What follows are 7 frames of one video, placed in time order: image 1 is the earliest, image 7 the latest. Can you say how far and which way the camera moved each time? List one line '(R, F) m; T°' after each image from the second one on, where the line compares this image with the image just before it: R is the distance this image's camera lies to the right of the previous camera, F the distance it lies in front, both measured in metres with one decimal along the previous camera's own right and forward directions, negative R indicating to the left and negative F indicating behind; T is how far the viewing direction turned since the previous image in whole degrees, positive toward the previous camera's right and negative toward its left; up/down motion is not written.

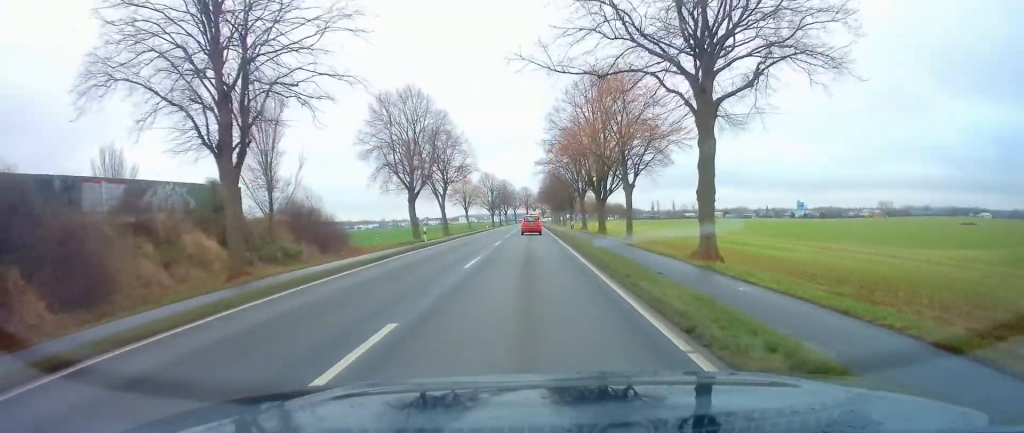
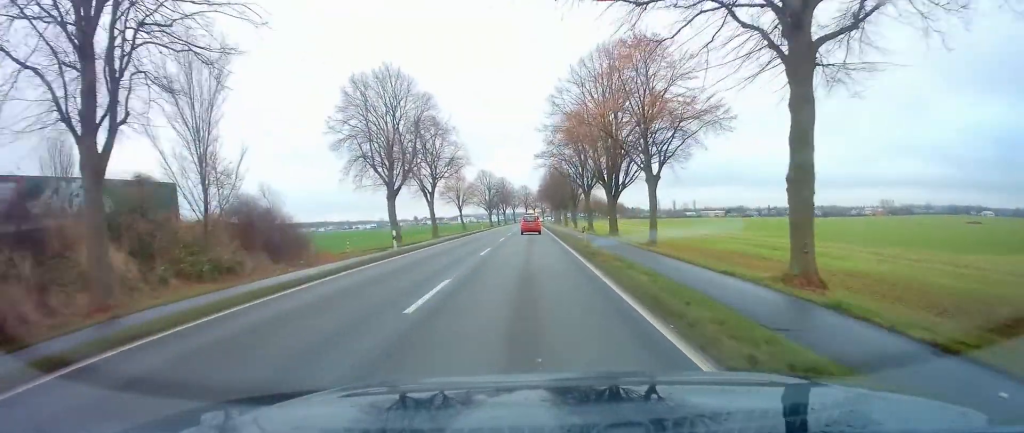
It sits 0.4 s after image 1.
(+0.1, +7.1) m; 0°
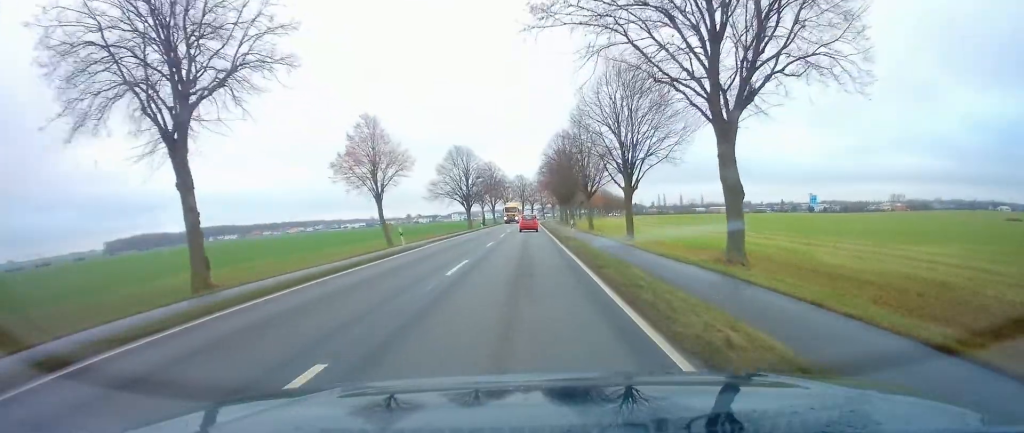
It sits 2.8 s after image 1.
(0.0, +43.5) m; 0°
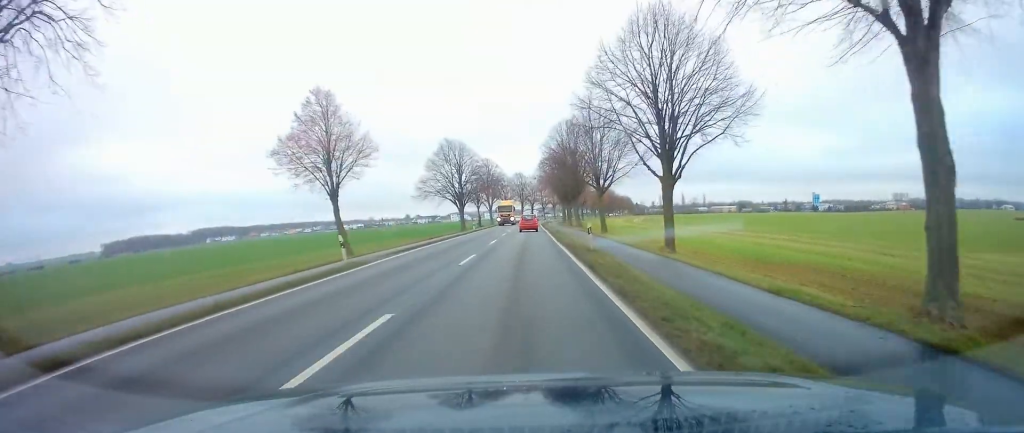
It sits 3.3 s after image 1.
(-0.1, +9.3) m; 0°
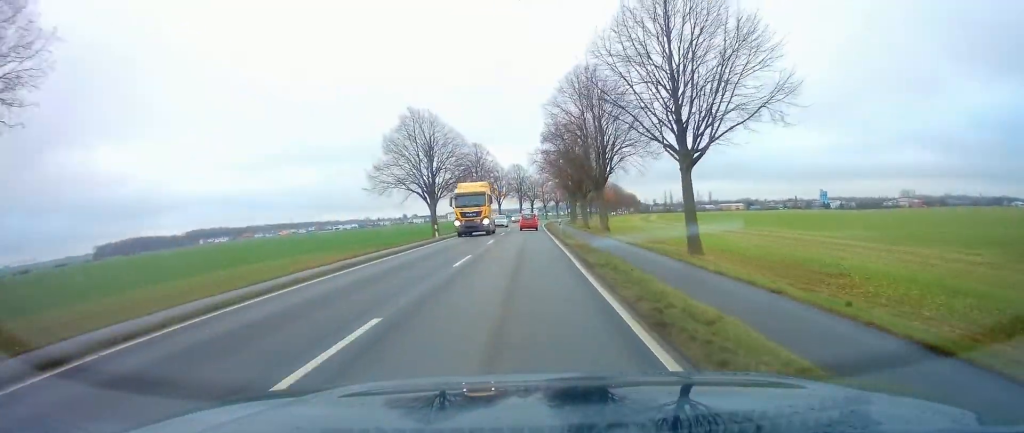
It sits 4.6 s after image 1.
(+0.3, +24.5) m; 0°
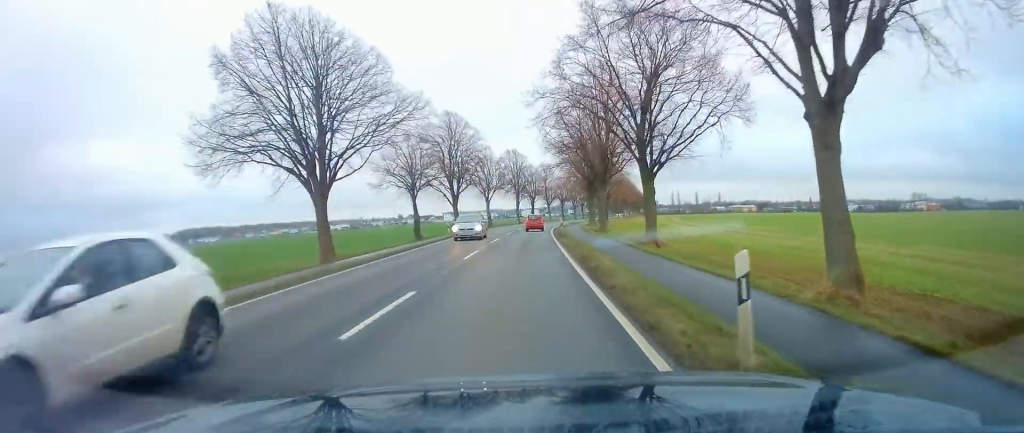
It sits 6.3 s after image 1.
(-0.5, +33.3) m; 0°
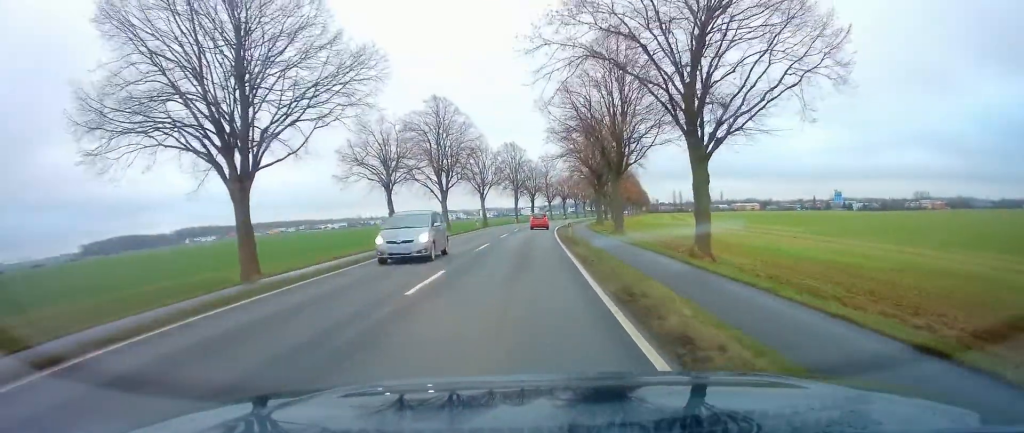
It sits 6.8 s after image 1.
(+0.1, +8.5) m; 0°
